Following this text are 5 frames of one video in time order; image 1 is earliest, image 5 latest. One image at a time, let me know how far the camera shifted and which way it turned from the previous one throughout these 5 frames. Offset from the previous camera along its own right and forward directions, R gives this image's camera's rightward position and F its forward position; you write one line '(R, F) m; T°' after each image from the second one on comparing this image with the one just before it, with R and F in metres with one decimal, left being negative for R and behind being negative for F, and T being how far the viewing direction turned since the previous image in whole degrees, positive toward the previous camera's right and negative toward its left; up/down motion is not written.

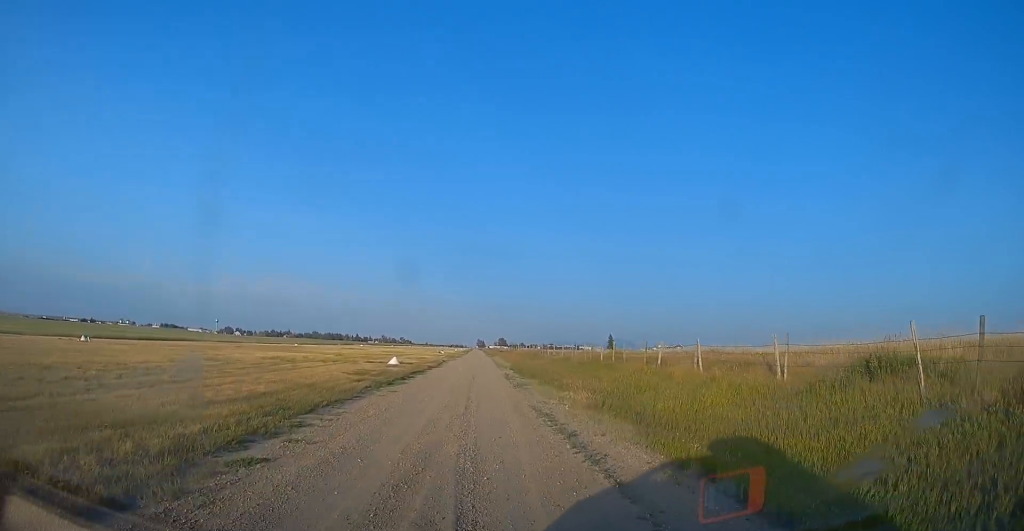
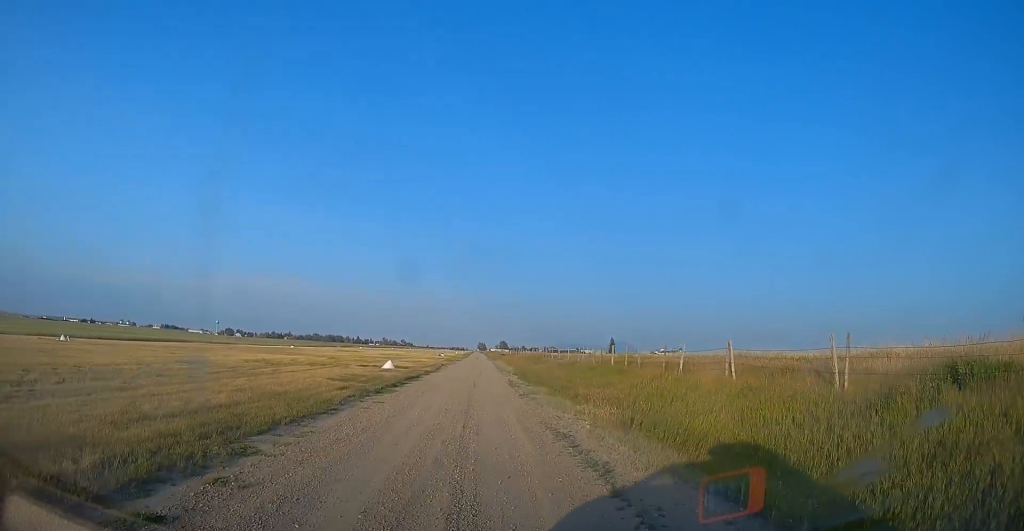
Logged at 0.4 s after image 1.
(0.0, +3.0) m; -1°
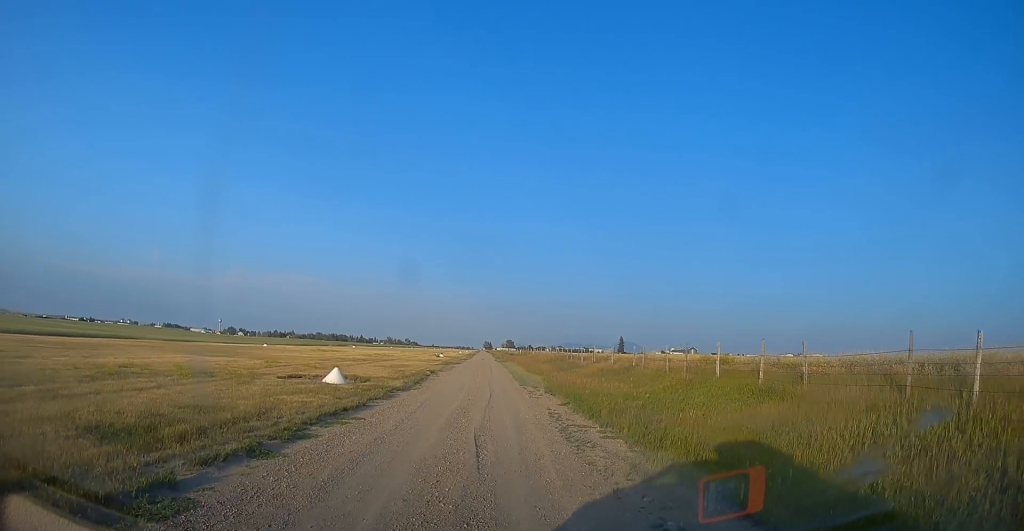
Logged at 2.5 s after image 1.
(-0.5, +16.3) m; -2°
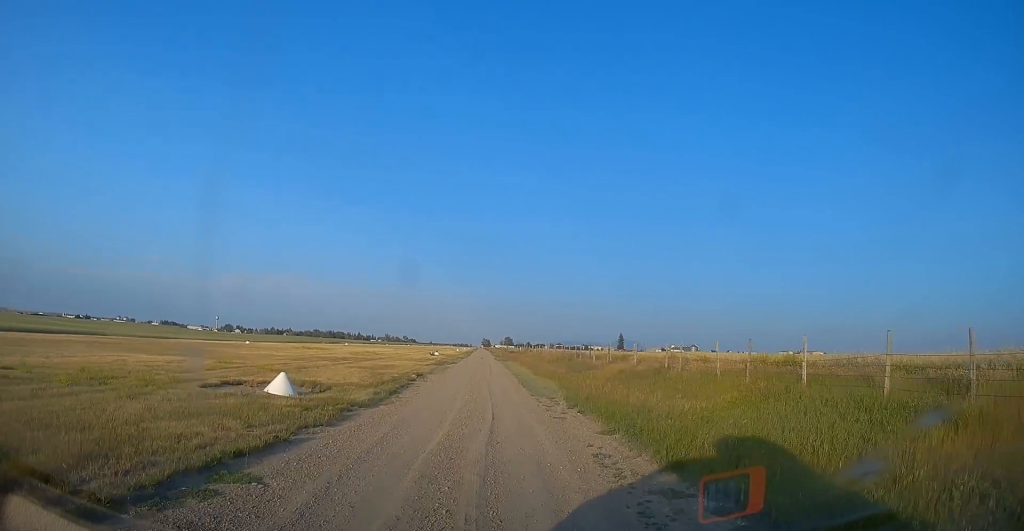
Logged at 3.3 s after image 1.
(0.0, +6.2) m; 0°
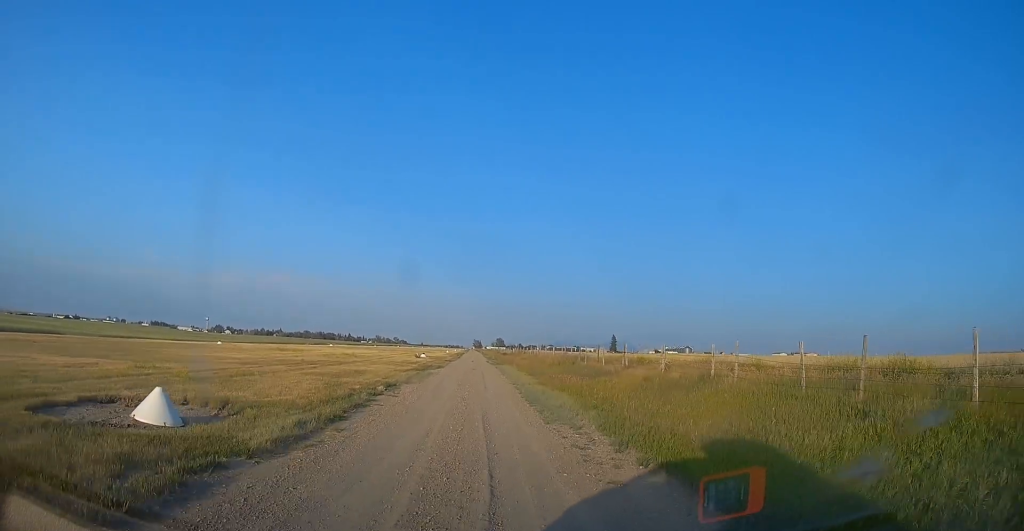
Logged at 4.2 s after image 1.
(0.0, +6.6) m; 0°
